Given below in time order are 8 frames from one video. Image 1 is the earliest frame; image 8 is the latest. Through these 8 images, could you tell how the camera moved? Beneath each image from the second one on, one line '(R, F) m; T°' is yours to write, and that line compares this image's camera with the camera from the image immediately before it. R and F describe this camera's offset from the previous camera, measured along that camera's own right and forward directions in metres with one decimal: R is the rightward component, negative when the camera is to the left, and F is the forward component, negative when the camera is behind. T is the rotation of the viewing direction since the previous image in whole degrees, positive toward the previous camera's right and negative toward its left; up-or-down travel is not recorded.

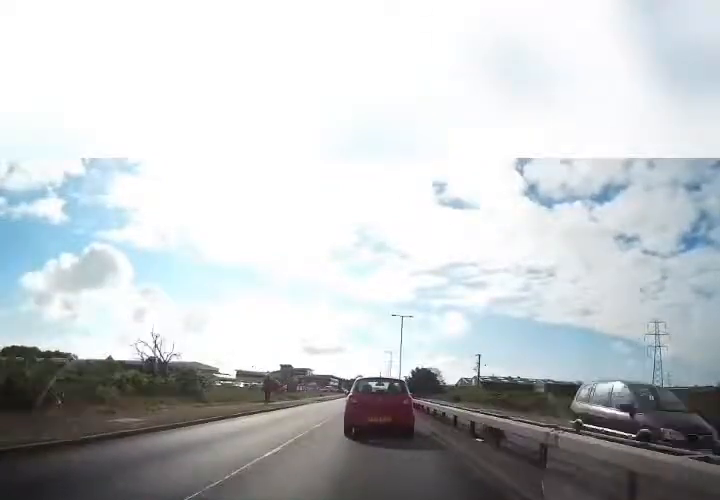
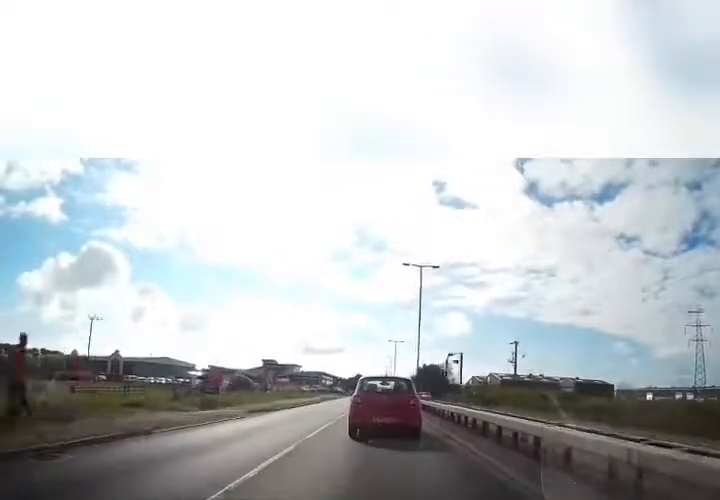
(0.0, +21.2) m; 0°
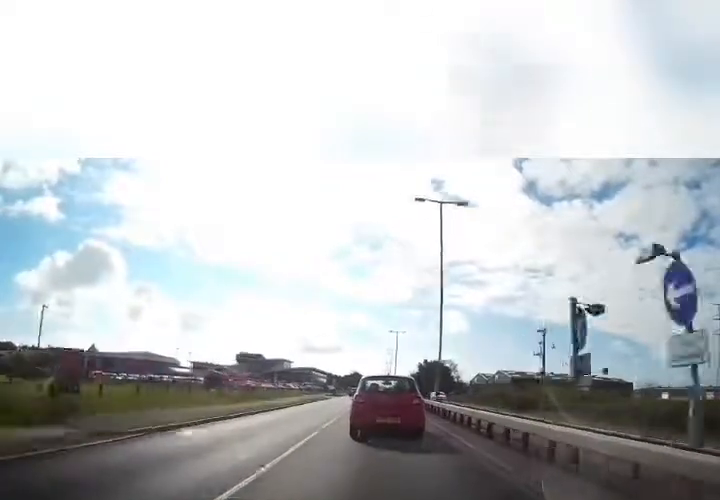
(0.0, +10.5) m; 0°
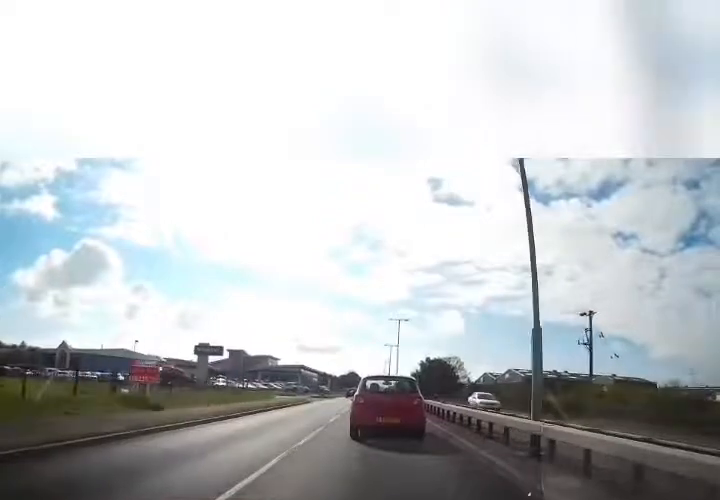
(+0.1, +12.0) m; 0°
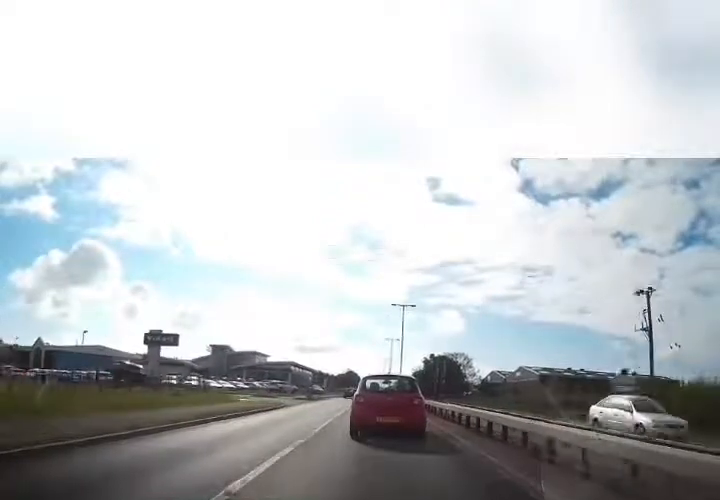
(+0.1, +9.6) m; 0°
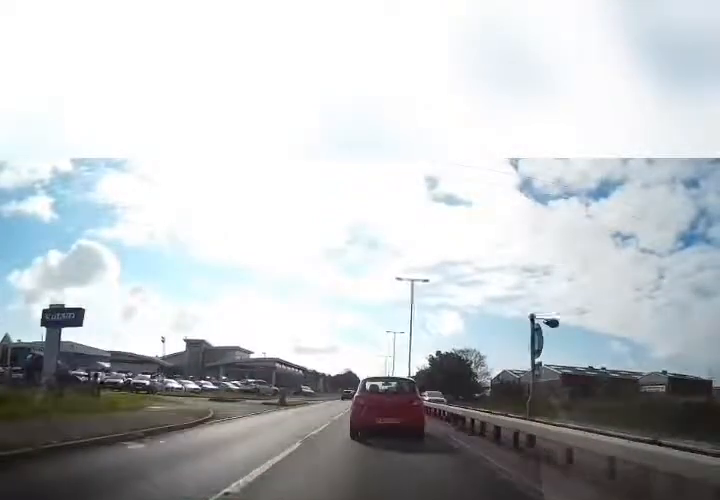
(-0.2, +11.7) m; +1°
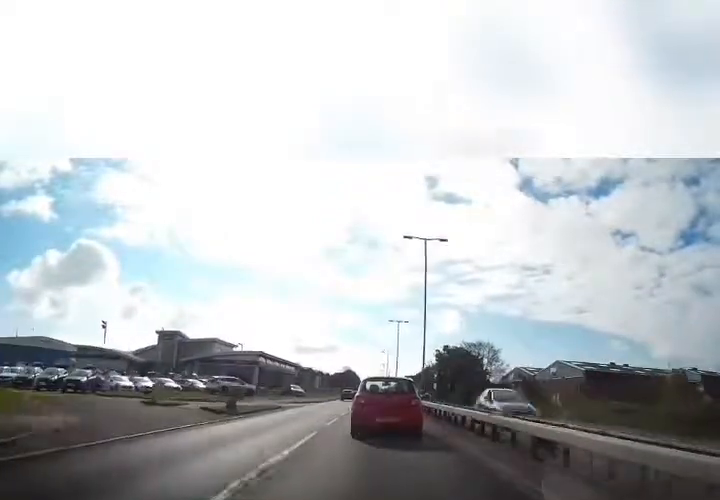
(+0.1, +9.9) m; 0°
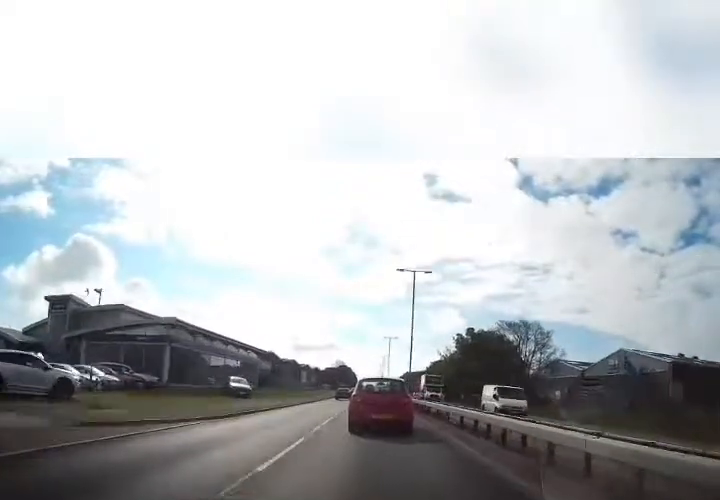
(0.0, +23.9) m; -1°
